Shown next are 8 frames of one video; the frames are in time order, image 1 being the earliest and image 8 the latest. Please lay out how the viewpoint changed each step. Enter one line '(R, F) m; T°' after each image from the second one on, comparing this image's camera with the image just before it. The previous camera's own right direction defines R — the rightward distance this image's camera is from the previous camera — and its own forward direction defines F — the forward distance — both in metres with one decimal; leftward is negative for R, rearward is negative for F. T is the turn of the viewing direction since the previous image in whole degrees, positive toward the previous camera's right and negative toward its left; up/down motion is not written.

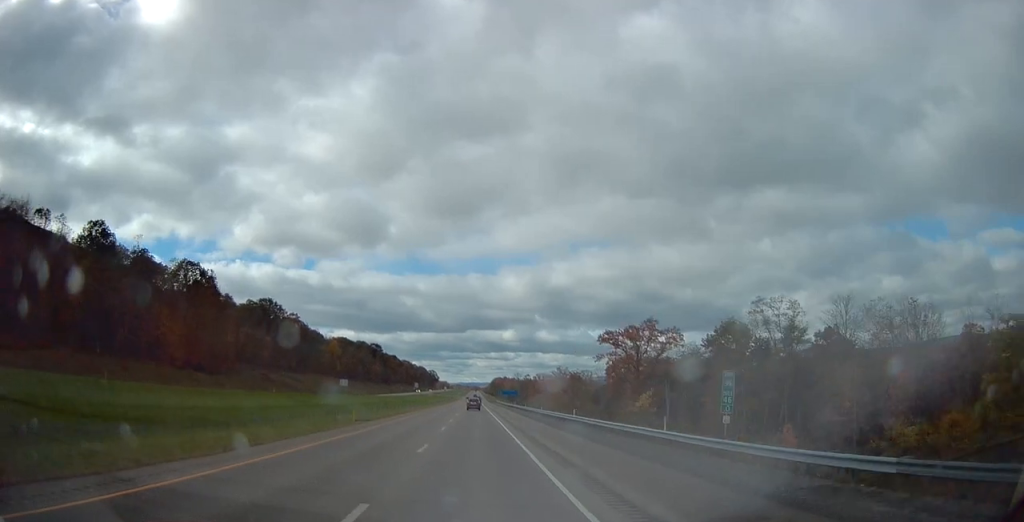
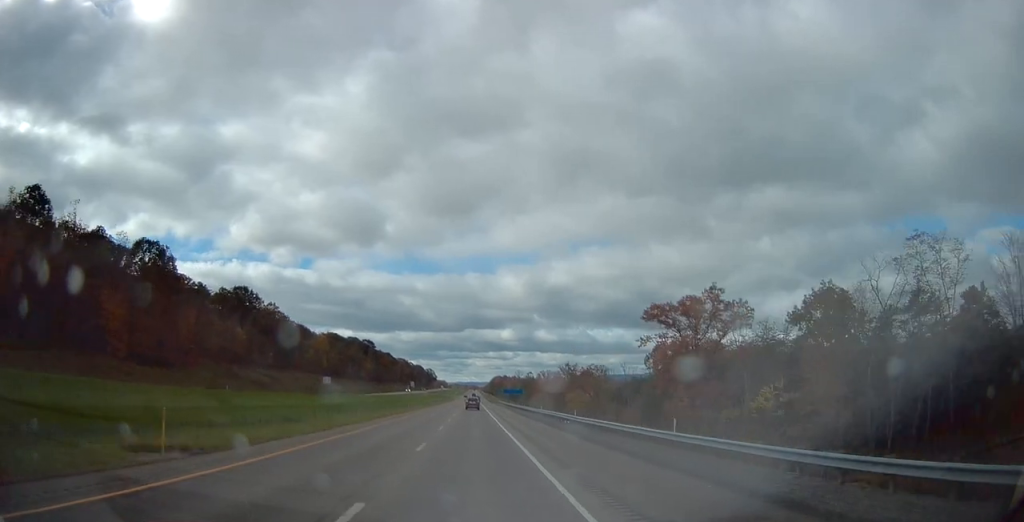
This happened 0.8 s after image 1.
(+0.2, +24.3) m; 0°
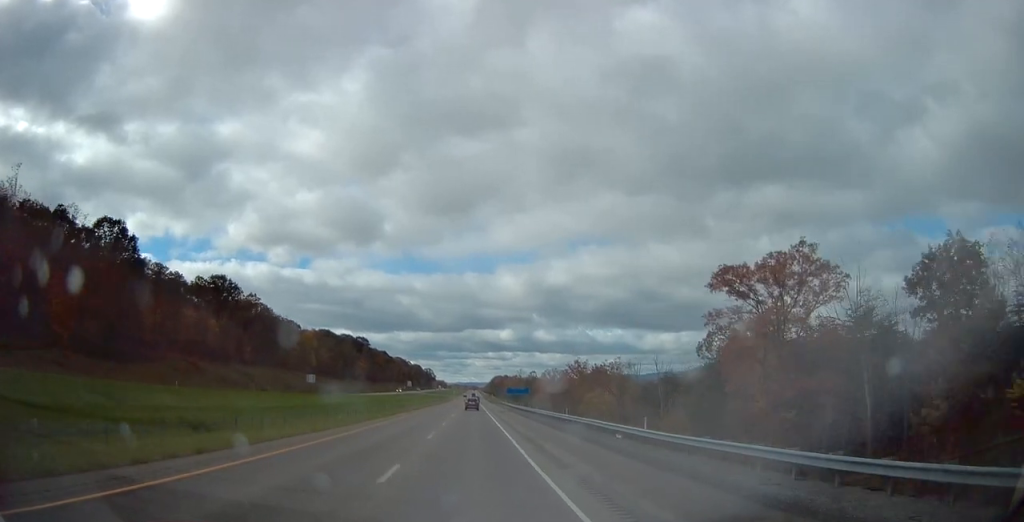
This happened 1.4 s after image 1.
(+0.1, +19.1) m; 0°
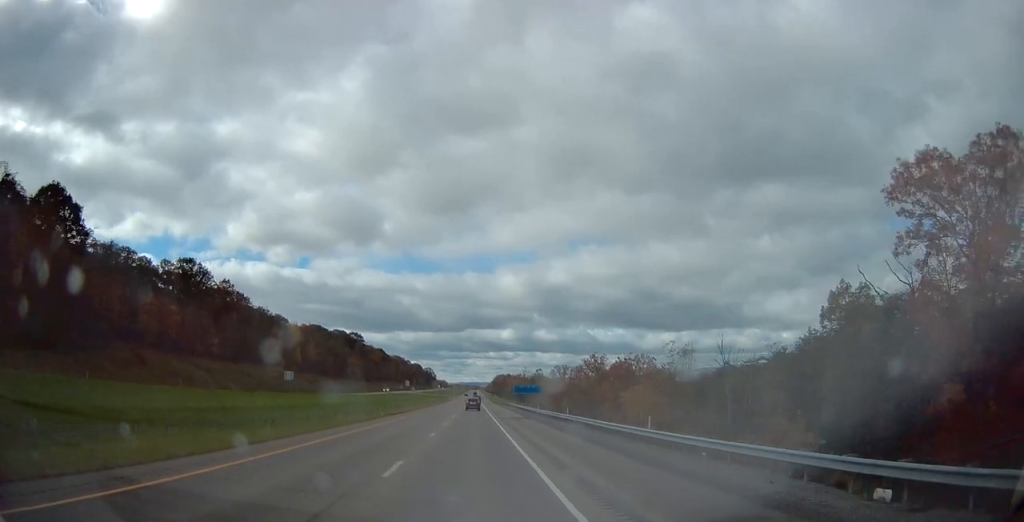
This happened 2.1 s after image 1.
(-0.1, +23.3) m; 0°
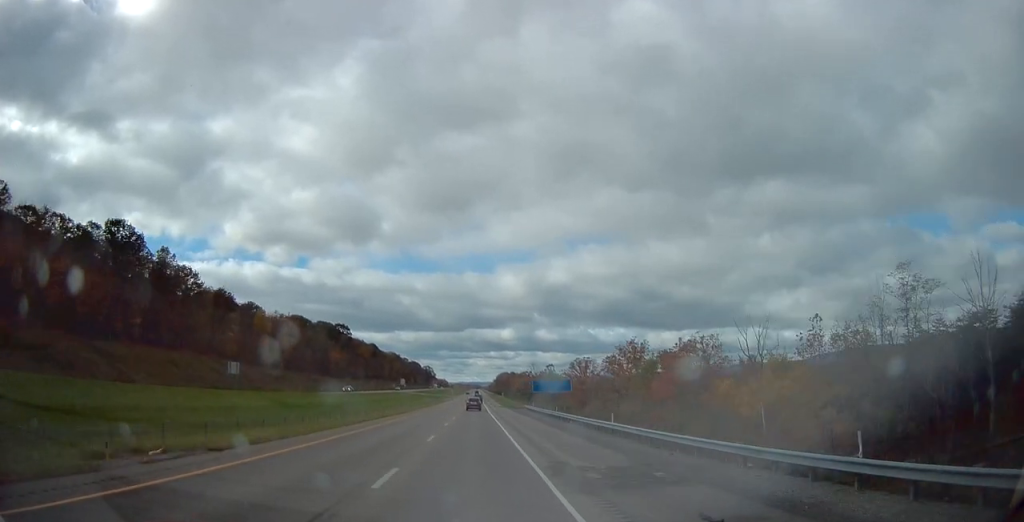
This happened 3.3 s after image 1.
(+0.1, +38.3) m; 0°
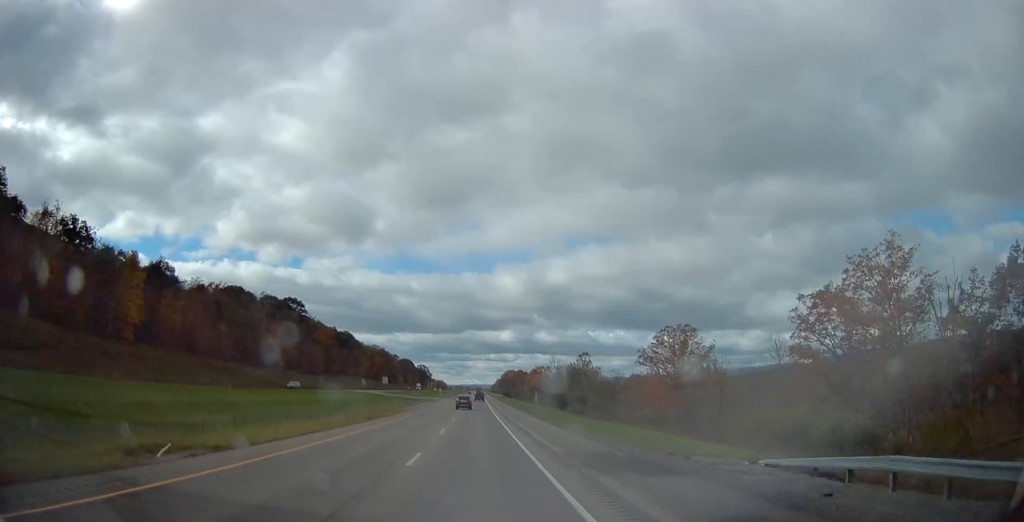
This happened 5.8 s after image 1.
(0.0, +80.9) m; 0°
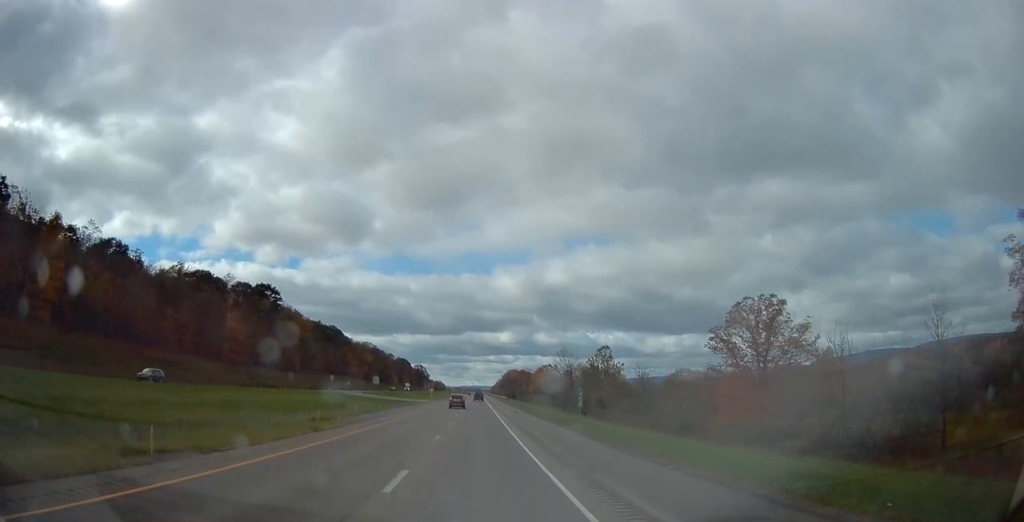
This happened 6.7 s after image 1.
(-0.1, +28.7) m; 0°
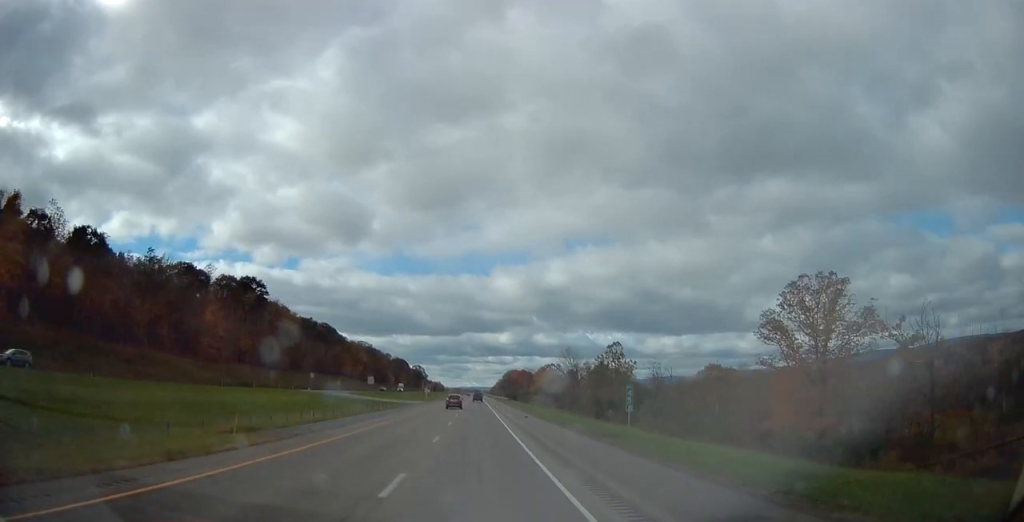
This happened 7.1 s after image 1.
(-0.1, +12.7) m; 0°
